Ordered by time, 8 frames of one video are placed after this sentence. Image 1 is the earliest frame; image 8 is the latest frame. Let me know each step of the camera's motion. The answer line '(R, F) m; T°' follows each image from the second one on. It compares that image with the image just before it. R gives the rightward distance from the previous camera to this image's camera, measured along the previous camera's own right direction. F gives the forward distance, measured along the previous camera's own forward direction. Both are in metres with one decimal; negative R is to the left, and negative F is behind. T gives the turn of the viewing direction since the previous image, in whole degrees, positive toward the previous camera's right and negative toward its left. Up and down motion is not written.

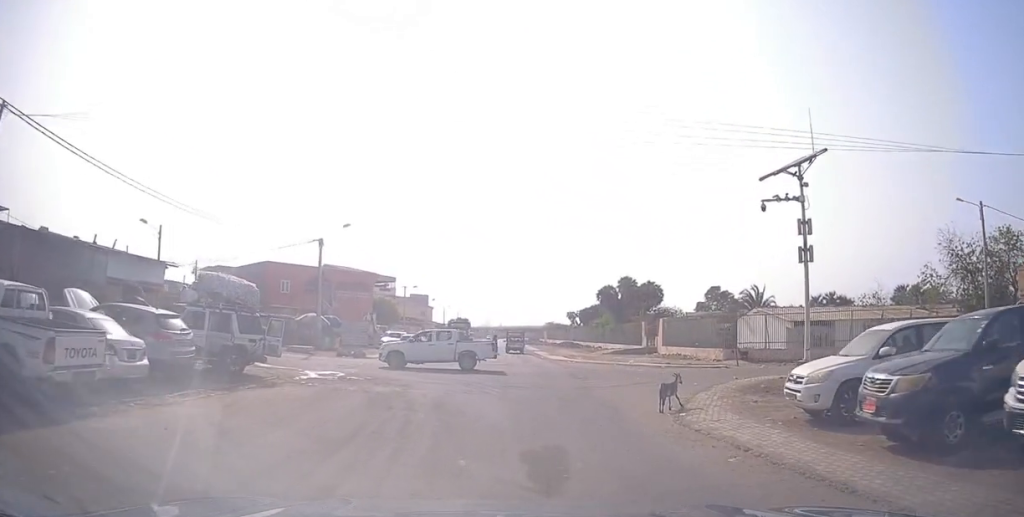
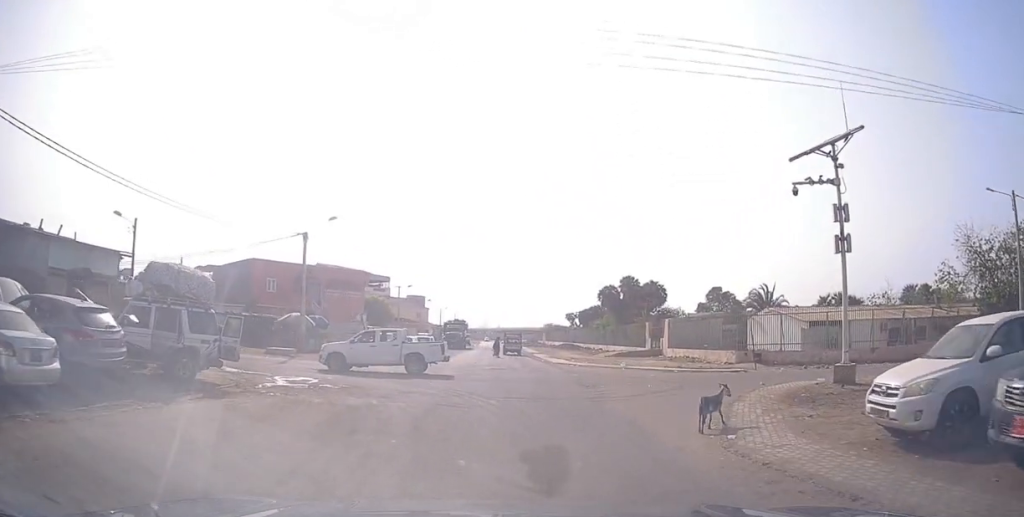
(0.0, +3.0) m; 0°
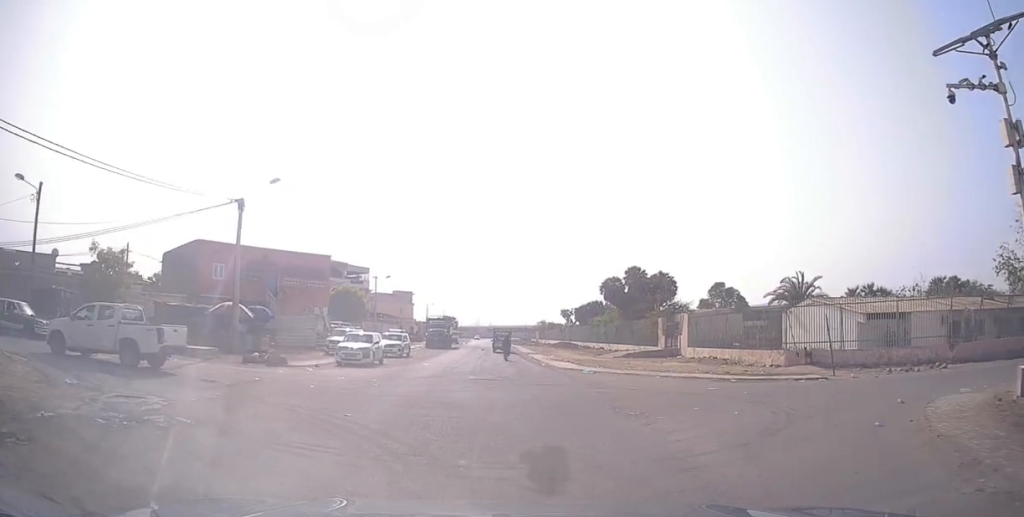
(0.0, +10.4) m; +1°
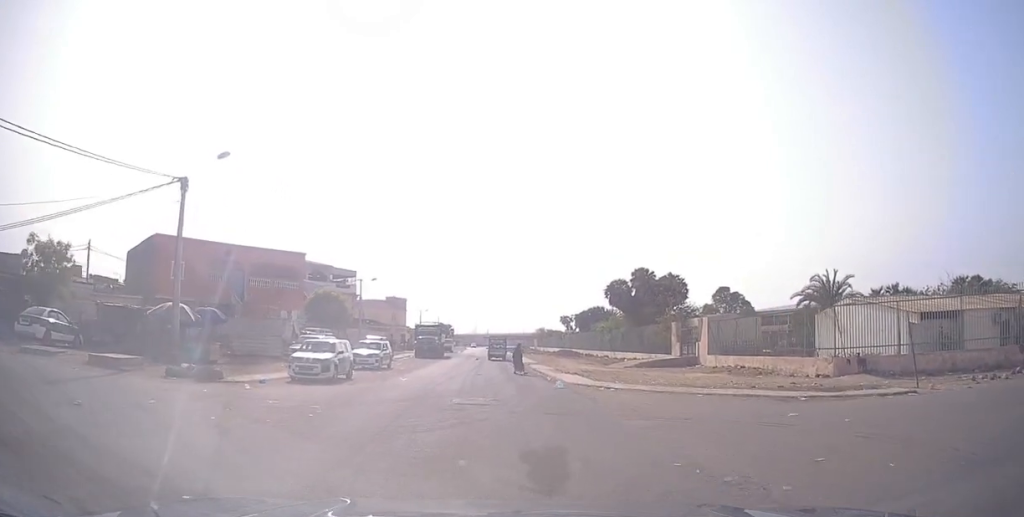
(+0.1, +6.1) m; +1°
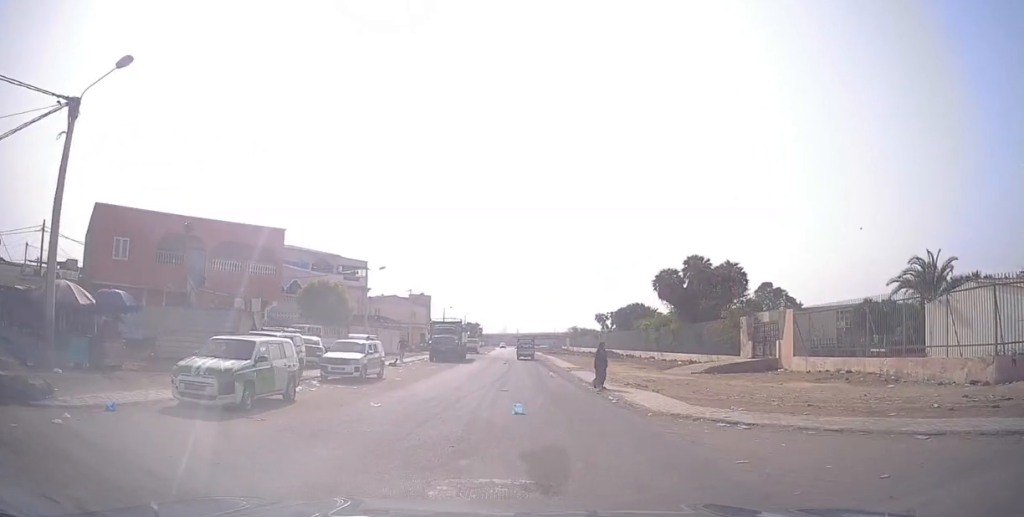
(0.0, +9.7) m; -3°
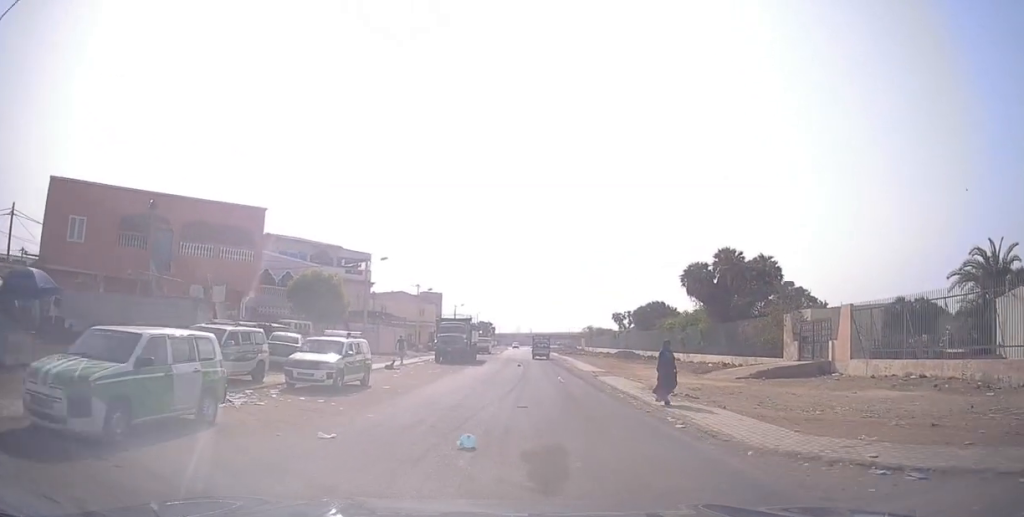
(-0.1, +4.6) m; -2°
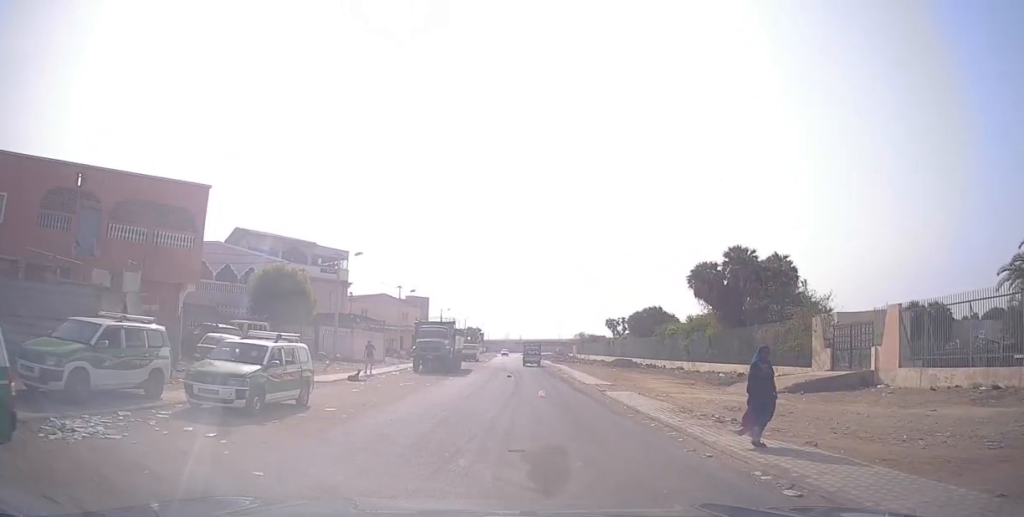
(0.0, +4.6) m; 0°
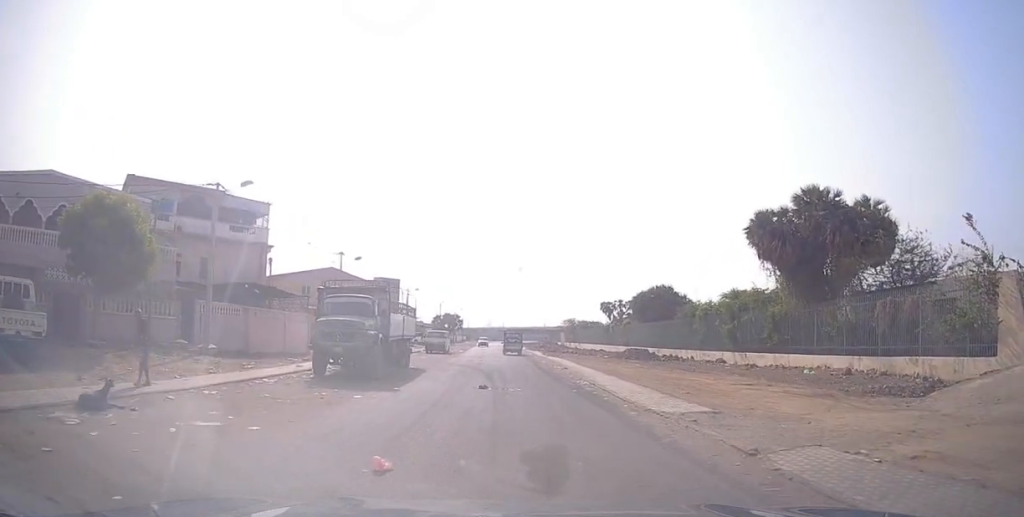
(-0.2, +16.7) m; +1°
